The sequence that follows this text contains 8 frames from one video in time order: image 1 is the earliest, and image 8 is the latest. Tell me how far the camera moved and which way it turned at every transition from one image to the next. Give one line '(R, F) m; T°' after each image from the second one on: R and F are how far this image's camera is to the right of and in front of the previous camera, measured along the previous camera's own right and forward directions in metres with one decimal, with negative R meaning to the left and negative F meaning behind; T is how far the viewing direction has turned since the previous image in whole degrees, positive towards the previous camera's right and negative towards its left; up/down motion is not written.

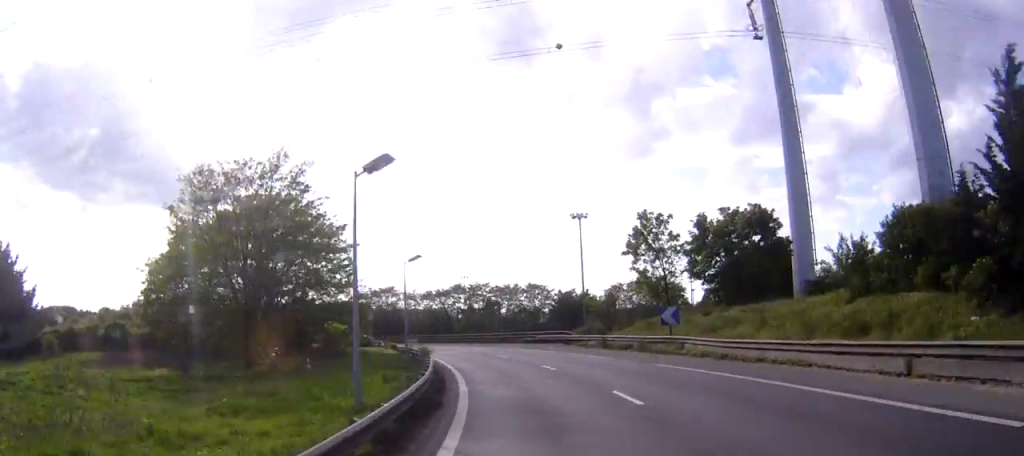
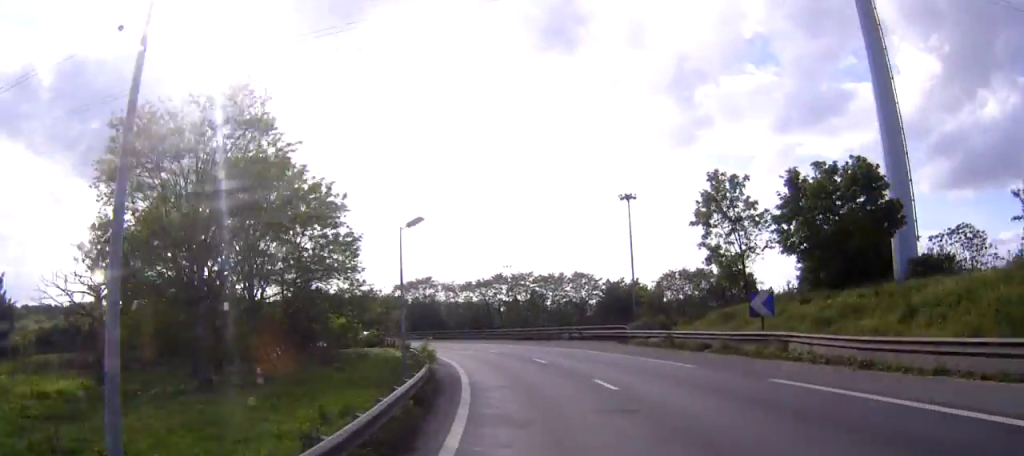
(-0.2, +9.9) m; -3°
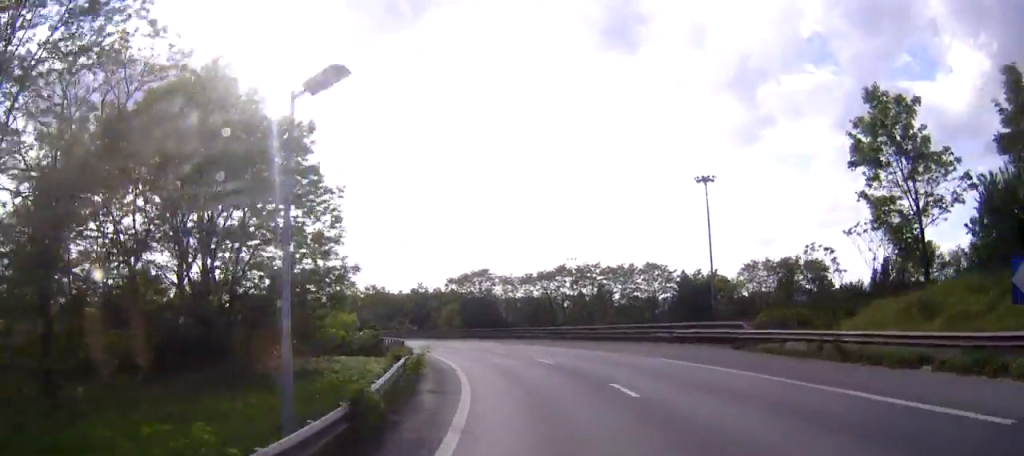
(-0.7, +15.3) m; -4°
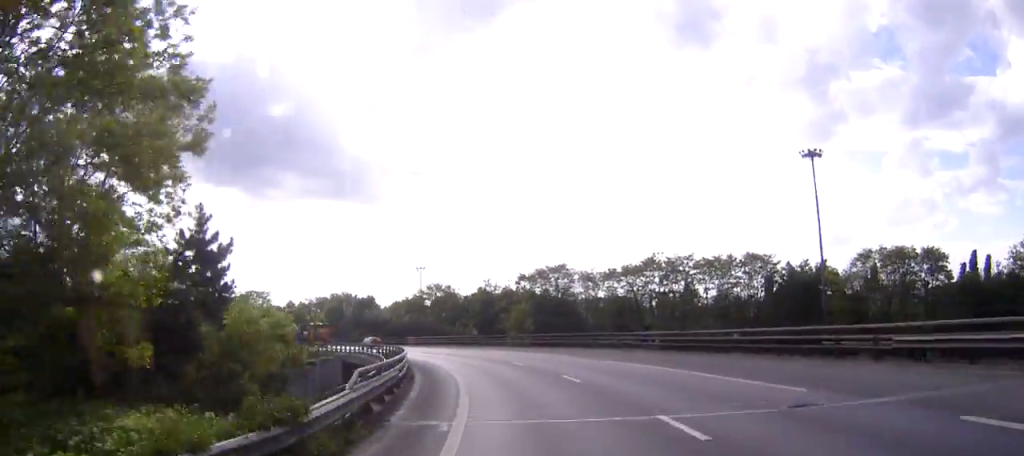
(-0.8, +18.1) m; -5°
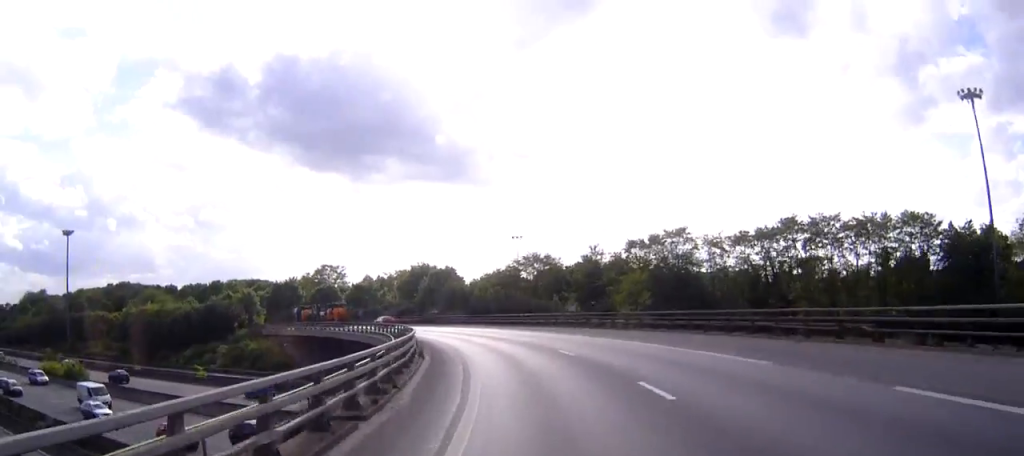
(-1.4, +22.9) m; -8°
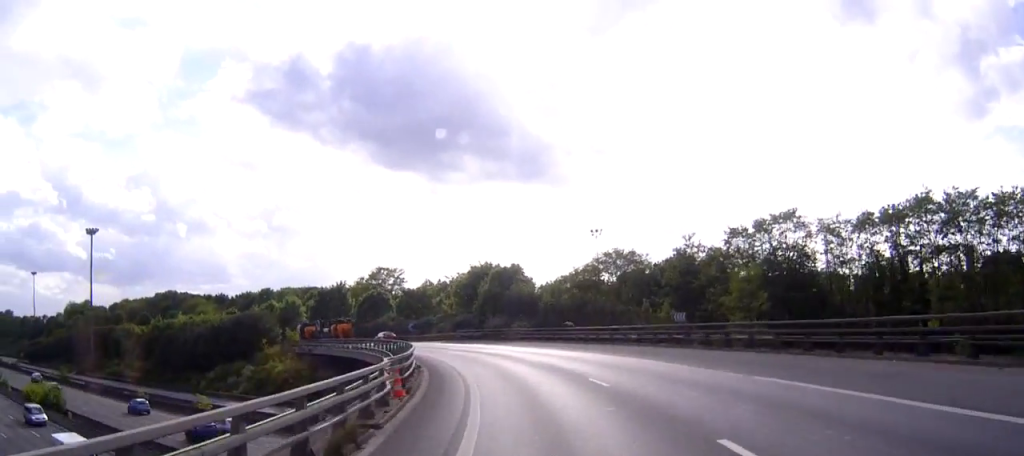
(-1.3, +18.8) m; -8°
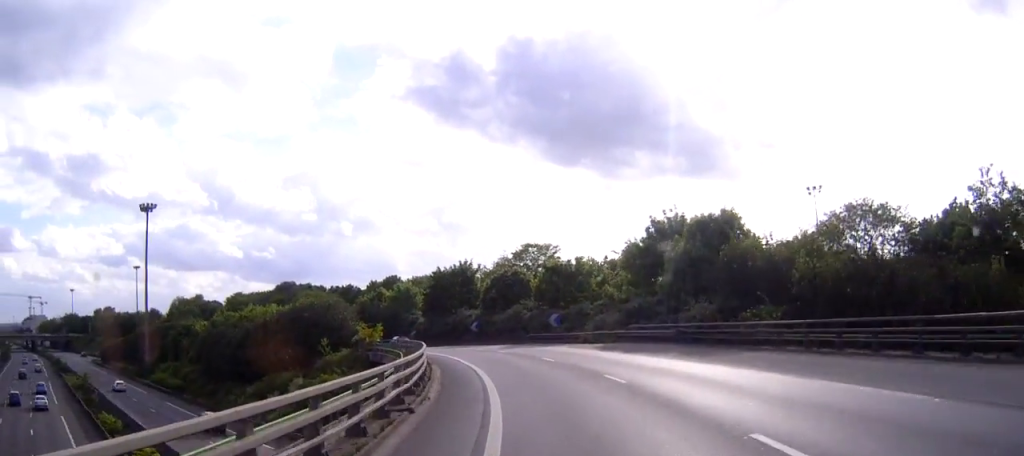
(-4.7, +38.5) m; -14°
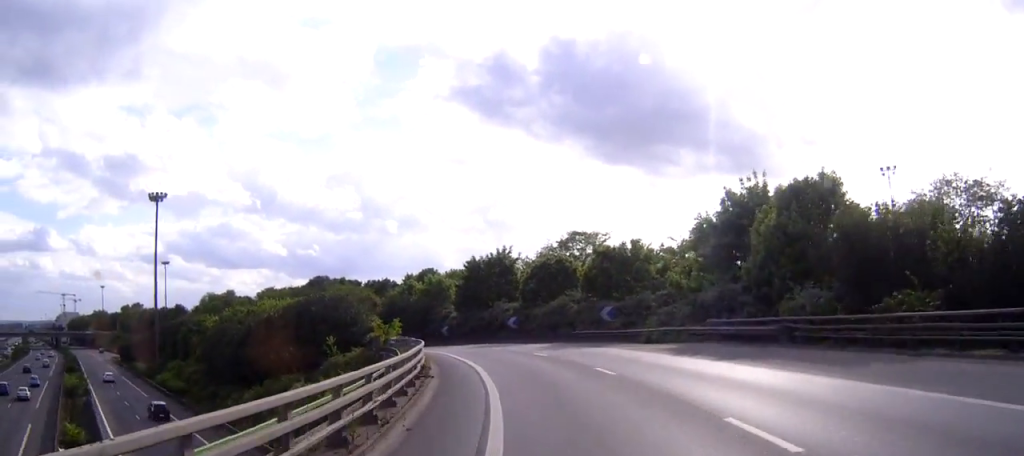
(-0.1, +11.4) m; -4°
